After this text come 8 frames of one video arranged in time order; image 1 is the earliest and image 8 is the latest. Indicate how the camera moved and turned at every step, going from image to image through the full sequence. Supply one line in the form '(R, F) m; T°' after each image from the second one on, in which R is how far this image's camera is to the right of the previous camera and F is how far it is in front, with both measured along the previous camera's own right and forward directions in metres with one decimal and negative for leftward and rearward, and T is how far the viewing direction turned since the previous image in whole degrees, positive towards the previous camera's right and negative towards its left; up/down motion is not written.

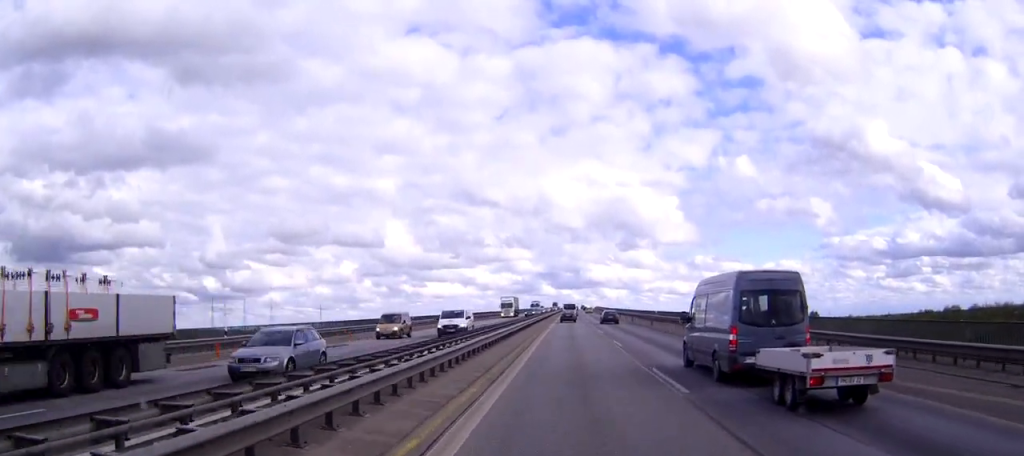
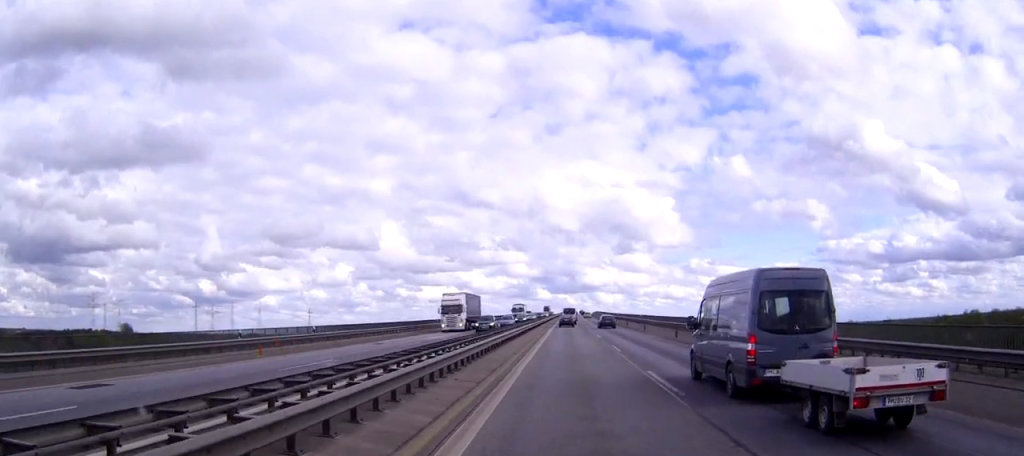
(+0.1, +34.9) m; 0°
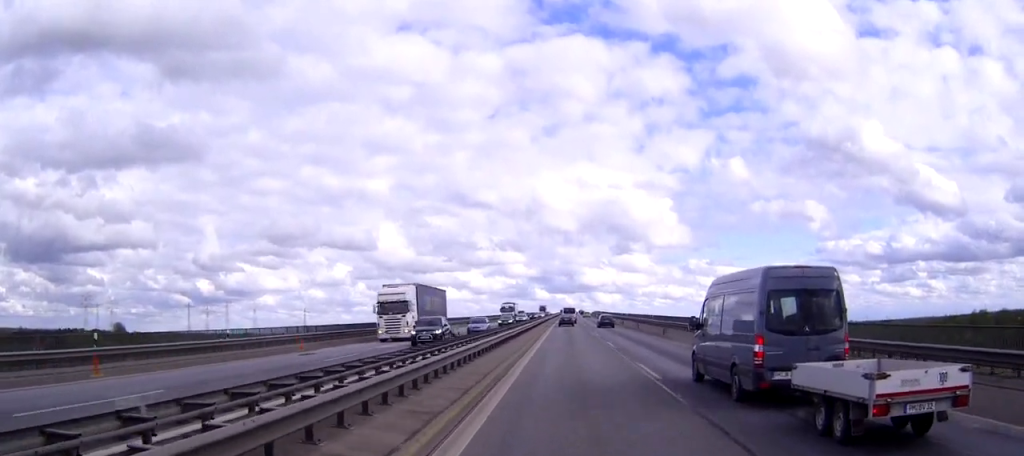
(0.0, +14.0) m; 0°
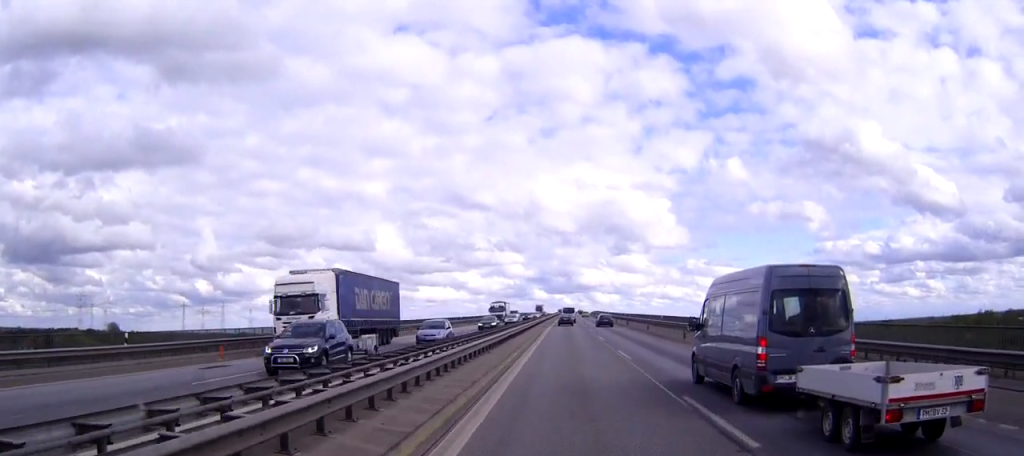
(0.0, +10.2) m; 0°
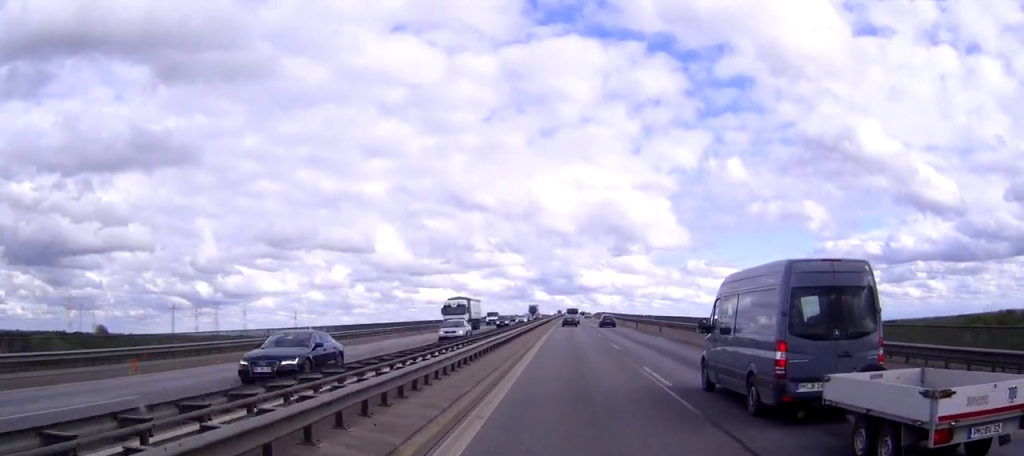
(0.0, +27.3) m; 0°
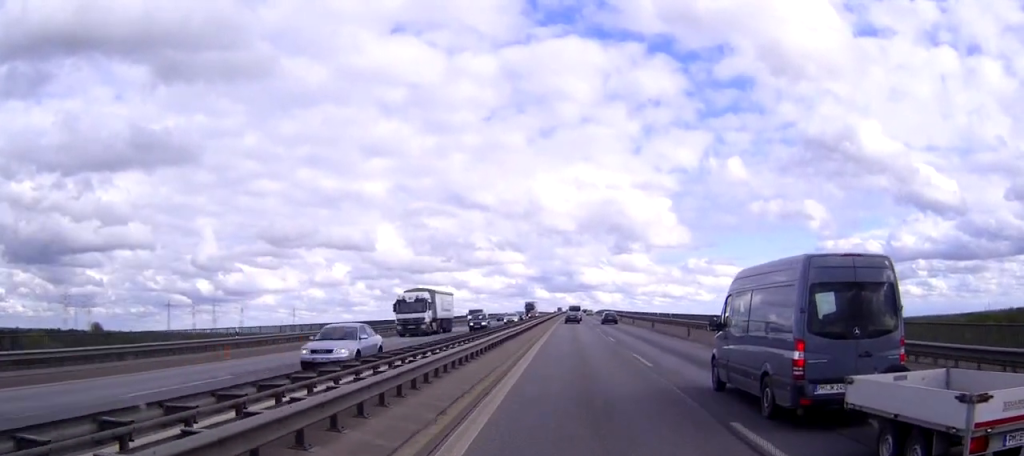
(0.0, +12.4) m; 0°
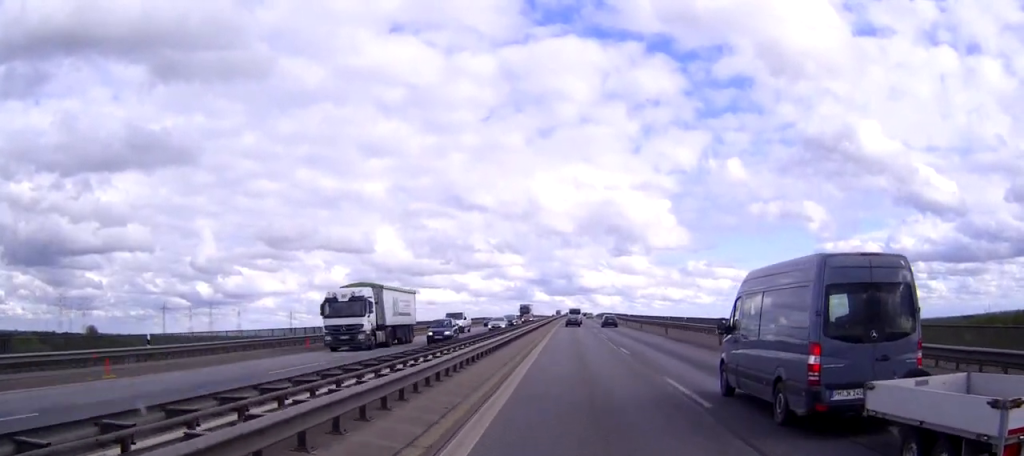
(0.0, +9.3) m; 0°
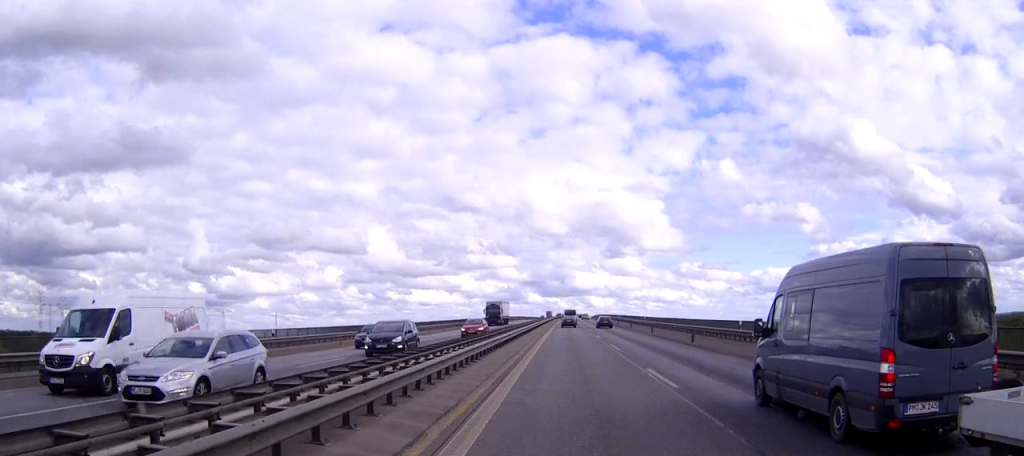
(0.0, +32.7) m; 0°
